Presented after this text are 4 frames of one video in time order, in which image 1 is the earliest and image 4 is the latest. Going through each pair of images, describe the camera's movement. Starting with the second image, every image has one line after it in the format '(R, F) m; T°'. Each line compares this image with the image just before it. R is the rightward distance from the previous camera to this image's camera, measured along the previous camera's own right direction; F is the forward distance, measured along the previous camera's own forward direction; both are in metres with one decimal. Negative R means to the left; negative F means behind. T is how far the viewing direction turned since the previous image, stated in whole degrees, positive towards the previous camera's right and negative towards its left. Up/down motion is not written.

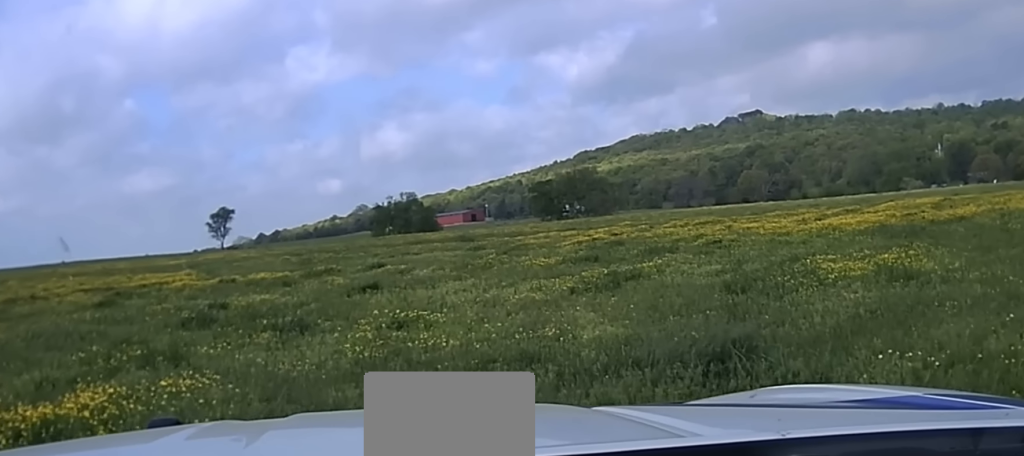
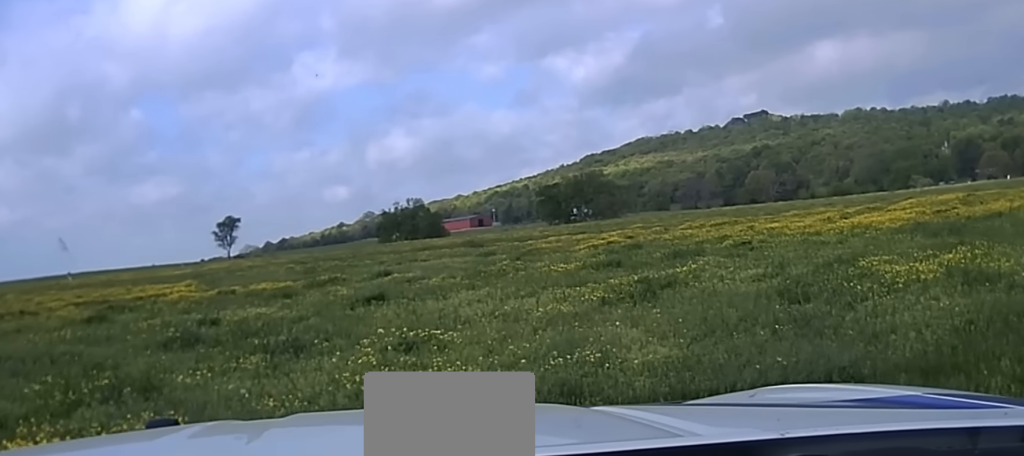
(0.0, +1.7) m; 0°
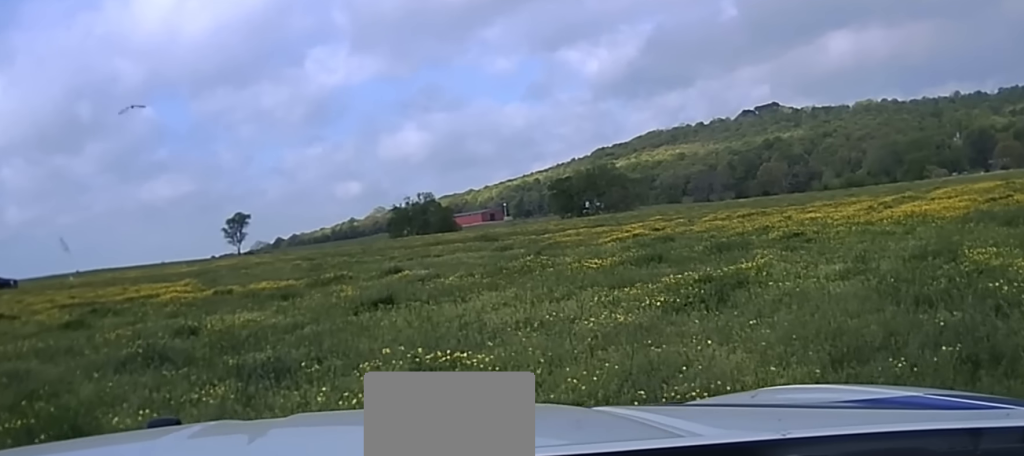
(0.0, +2.2) m; 0°
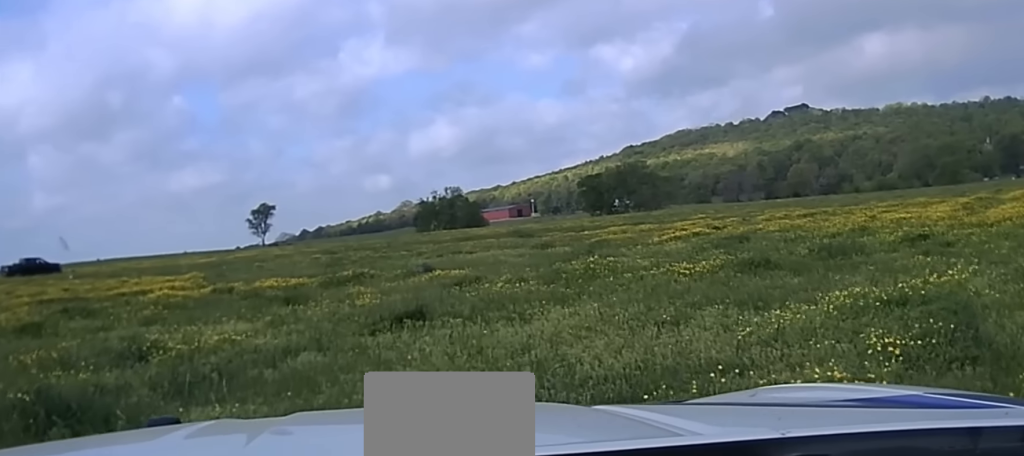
(-0.3, +3.2) m; -7°
